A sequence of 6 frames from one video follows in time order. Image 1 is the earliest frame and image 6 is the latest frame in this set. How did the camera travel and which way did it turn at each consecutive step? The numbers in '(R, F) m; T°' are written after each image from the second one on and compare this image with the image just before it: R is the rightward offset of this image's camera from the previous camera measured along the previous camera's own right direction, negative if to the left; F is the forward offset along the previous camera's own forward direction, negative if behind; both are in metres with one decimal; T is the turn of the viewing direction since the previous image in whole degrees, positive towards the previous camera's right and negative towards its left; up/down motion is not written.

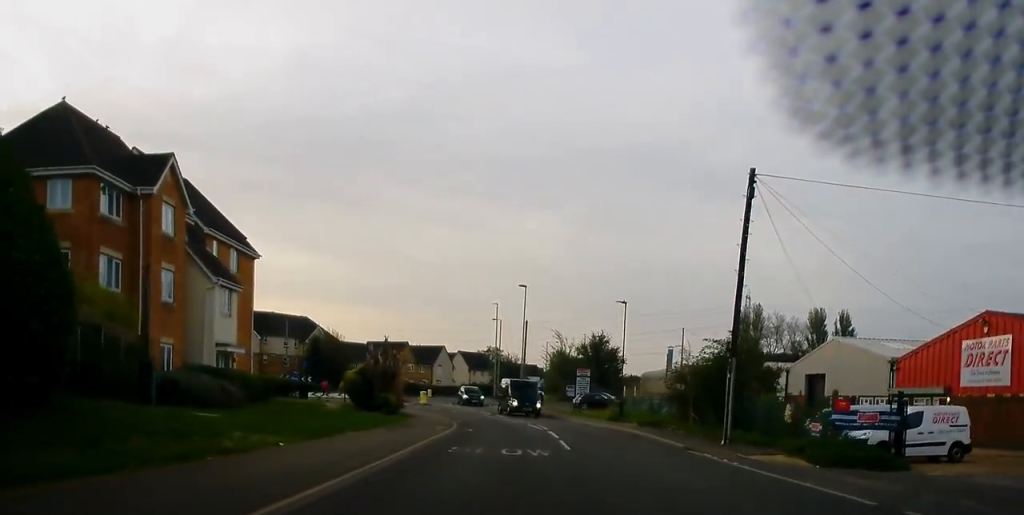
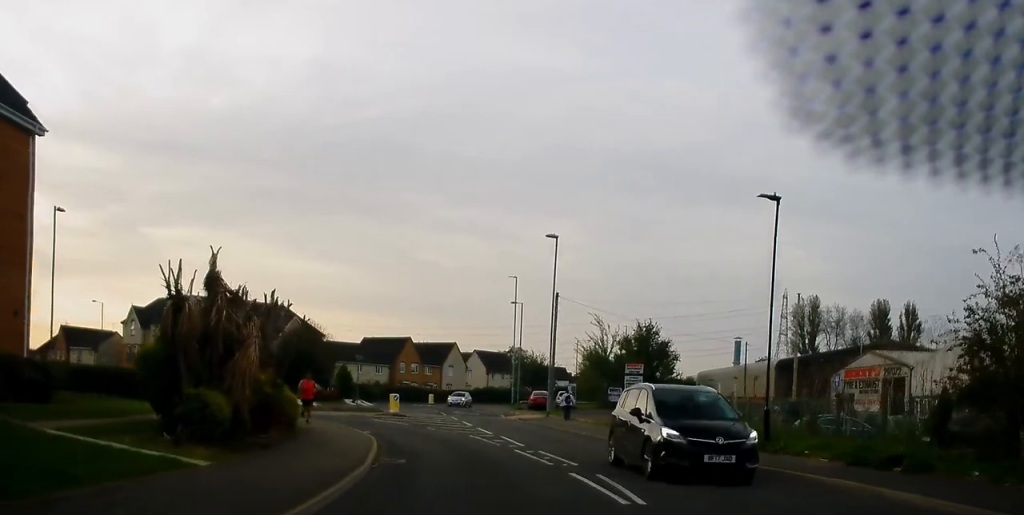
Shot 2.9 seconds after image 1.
(-0.1, +22.8) m; -2°
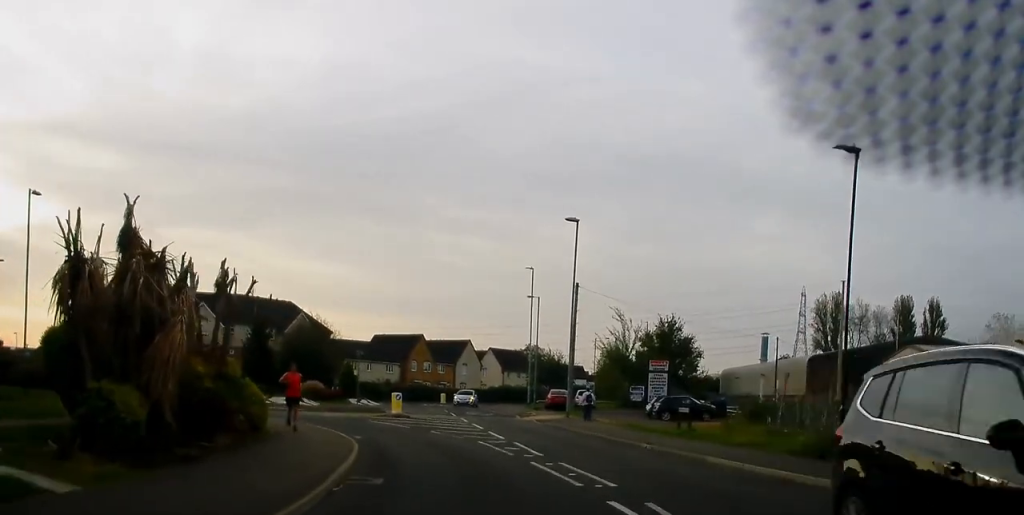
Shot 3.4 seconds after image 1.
(-0.1, +4.0) m; -2°
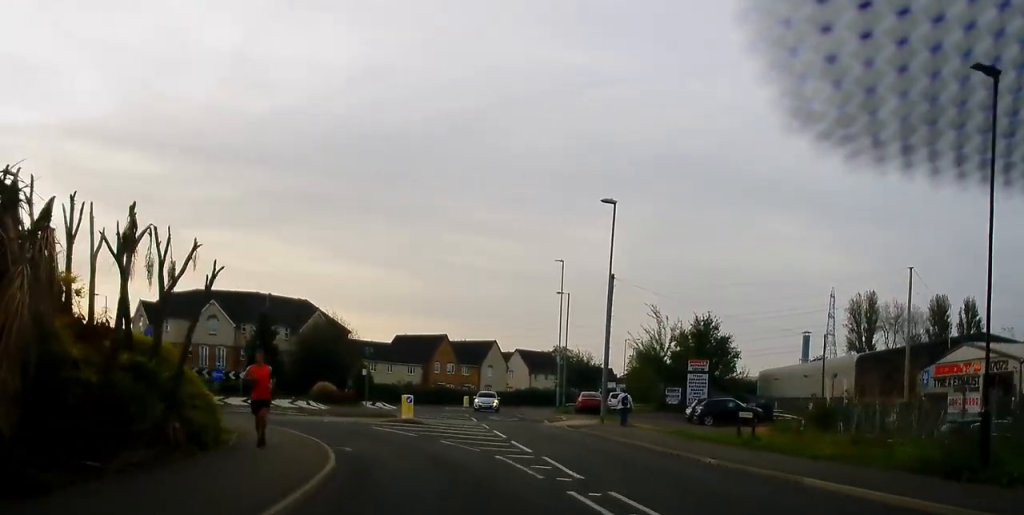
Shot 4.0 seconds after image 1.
(0.0, +4.6) m; -2°
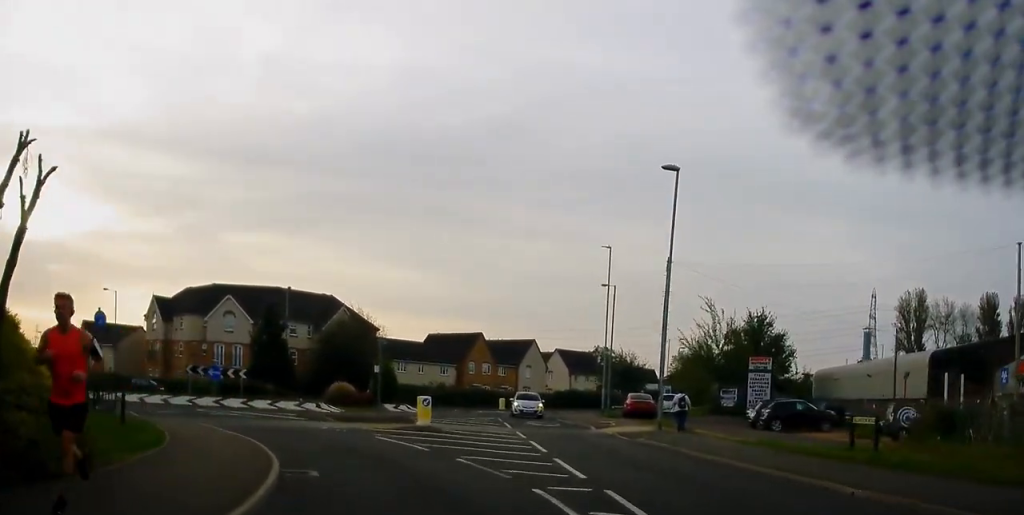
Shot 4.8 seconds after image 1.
(-0.2, +5.8) m; -2°
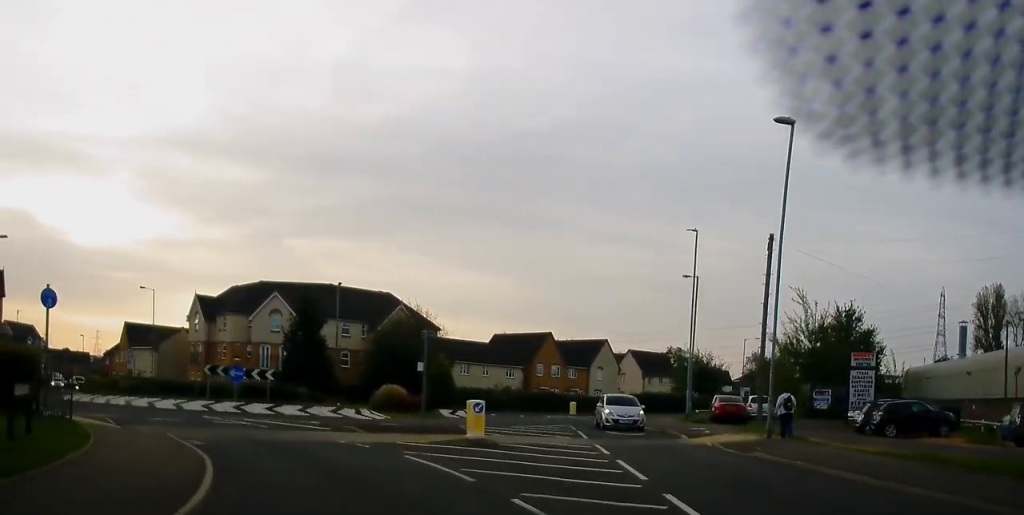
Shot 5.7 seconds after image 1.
(-0.1, +5.9) m; -4°
